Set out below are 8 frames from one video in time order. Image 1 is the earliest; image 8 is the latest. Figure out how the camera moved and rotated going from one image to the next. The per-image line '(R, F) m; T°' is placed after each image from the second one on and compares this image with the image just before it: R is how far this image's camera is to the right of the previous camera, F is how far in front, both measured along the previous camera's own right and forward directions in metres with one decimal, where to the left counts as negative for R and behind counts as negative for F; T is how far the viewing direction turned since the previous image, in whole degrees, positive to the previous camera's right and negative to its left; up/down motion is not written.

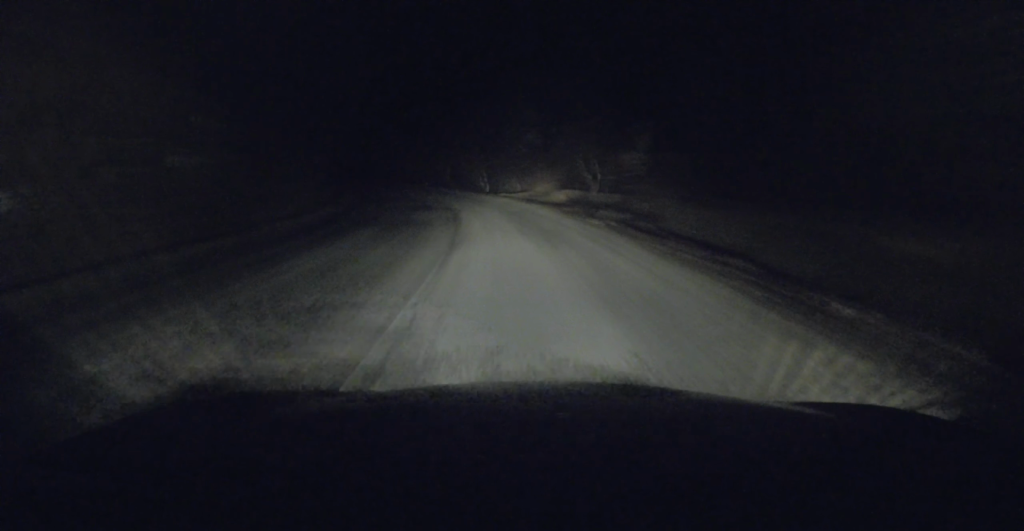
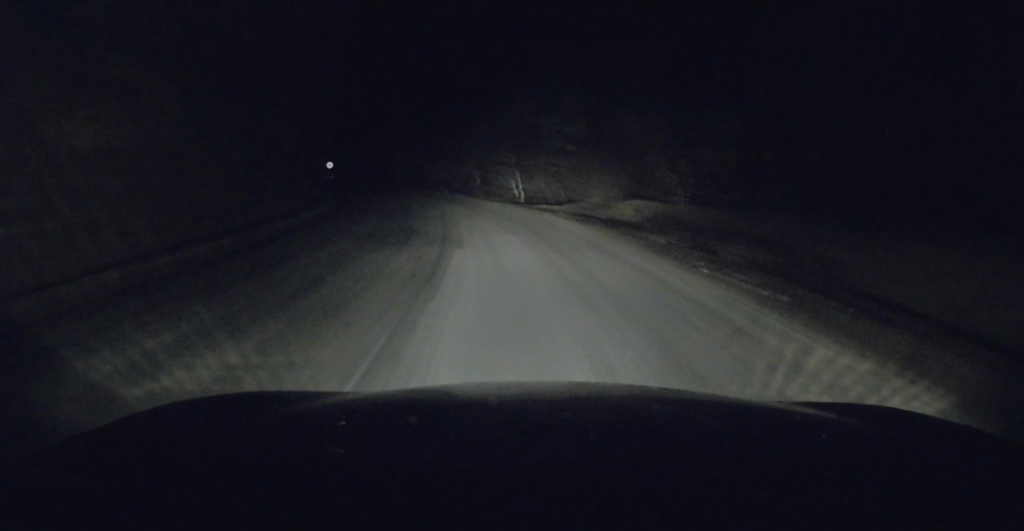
(-0.3, +10.6) m; -5°
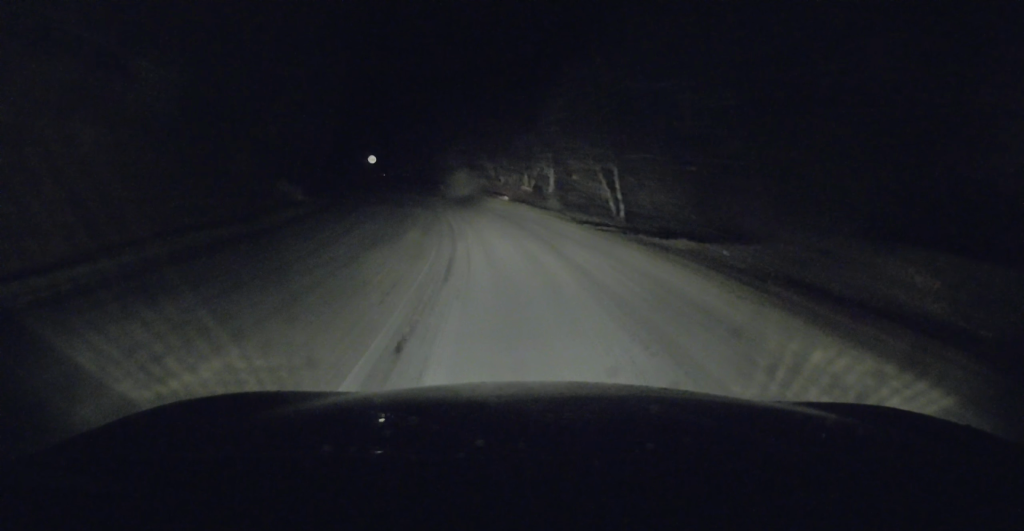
(-1.2, +14.6) m; -8°
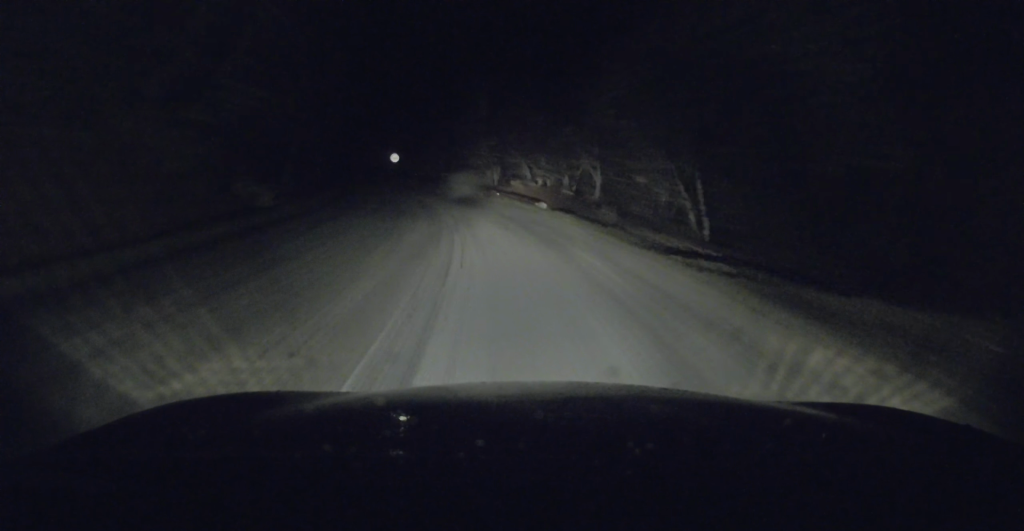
(-0.2, +6.7) m; -3°
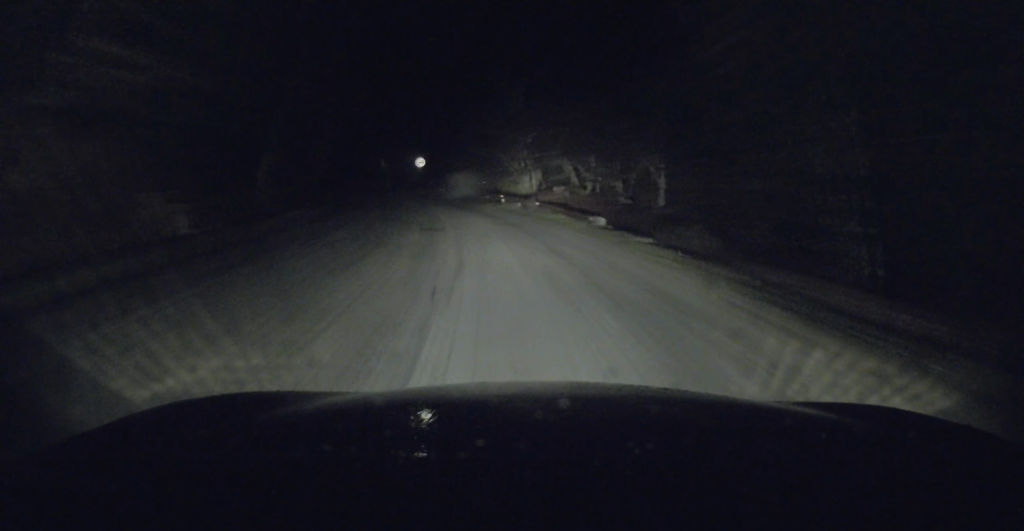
(-0.3, +7.0) m; -4°
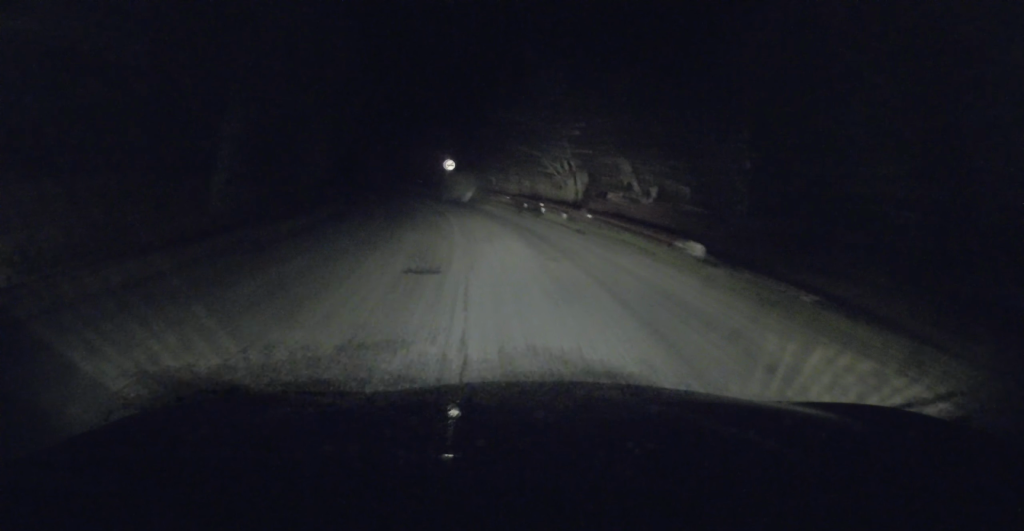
(-0.1, +6.3) m; -3°
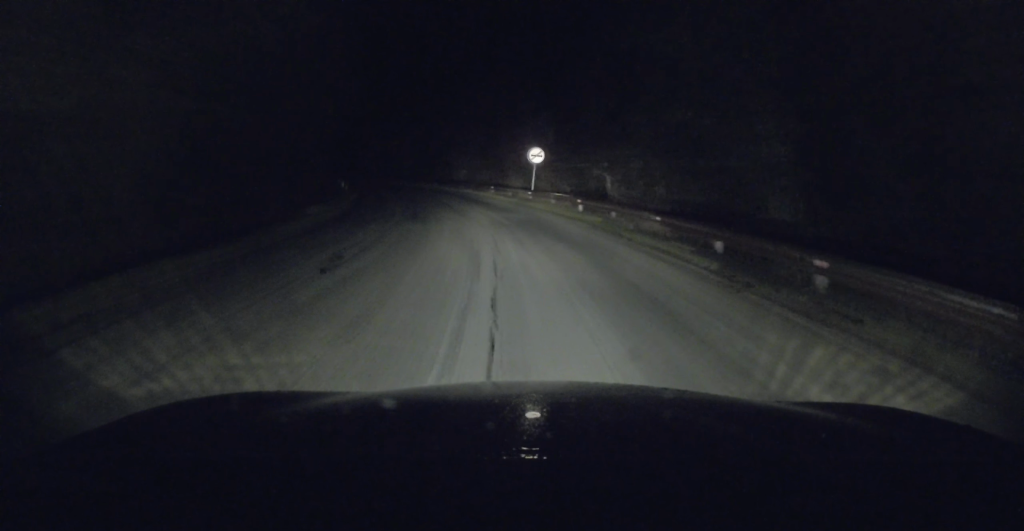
(-1.6, +18.8) m; -9°
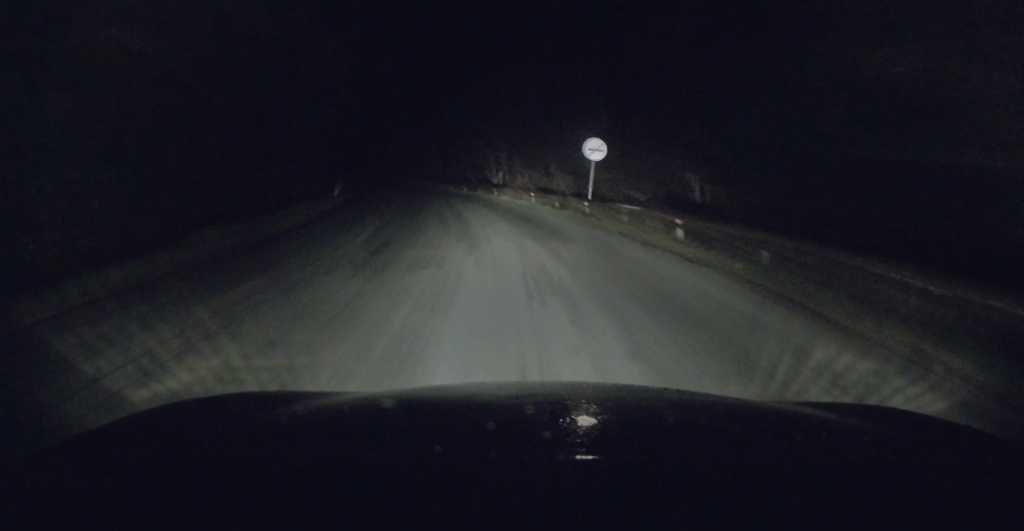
(-0.3, +9.3) m; -3°
